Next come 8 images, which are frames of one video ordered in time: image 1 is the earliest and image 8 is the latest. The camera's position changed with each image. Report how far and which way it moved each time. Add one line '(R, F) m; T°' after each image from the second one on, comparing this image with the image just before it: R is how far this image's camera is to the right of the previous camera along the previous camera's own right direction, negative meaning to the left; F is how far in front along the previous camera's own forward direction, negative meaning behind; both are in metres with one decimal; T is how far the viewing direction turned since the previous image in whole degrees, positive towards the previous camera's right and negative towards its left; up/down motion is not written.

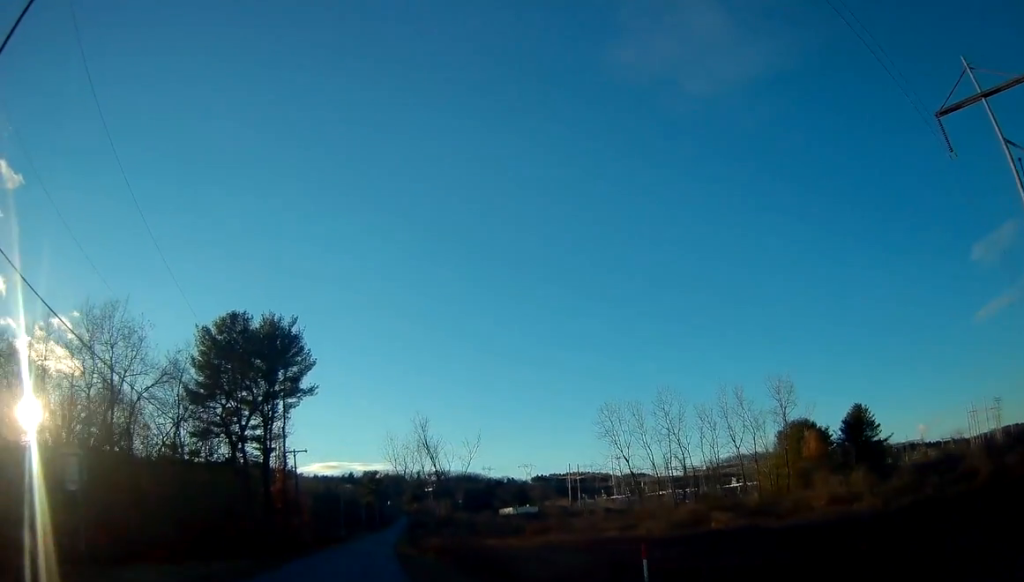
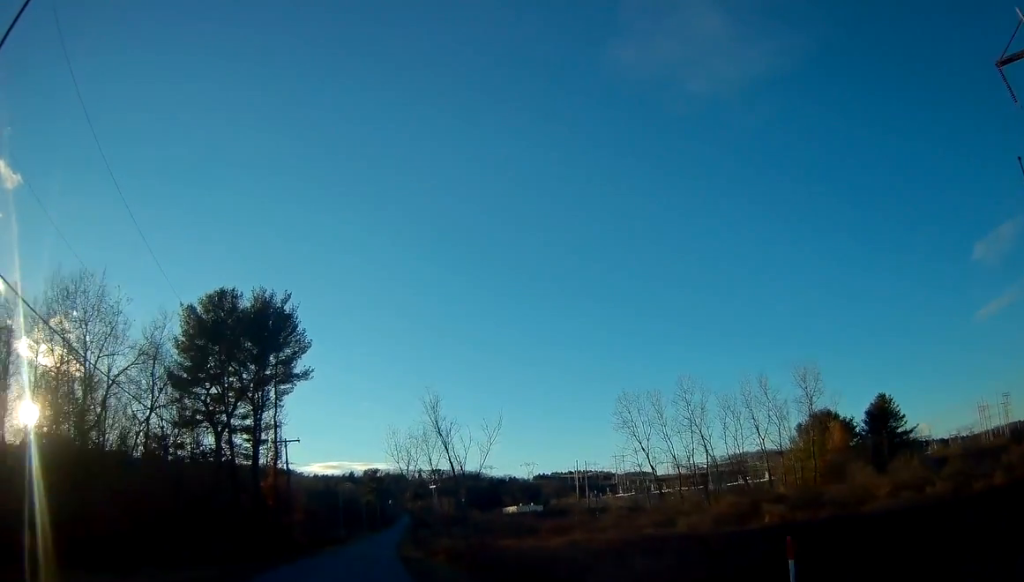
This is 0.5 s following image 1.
(0.0, +6.8) m; 0°
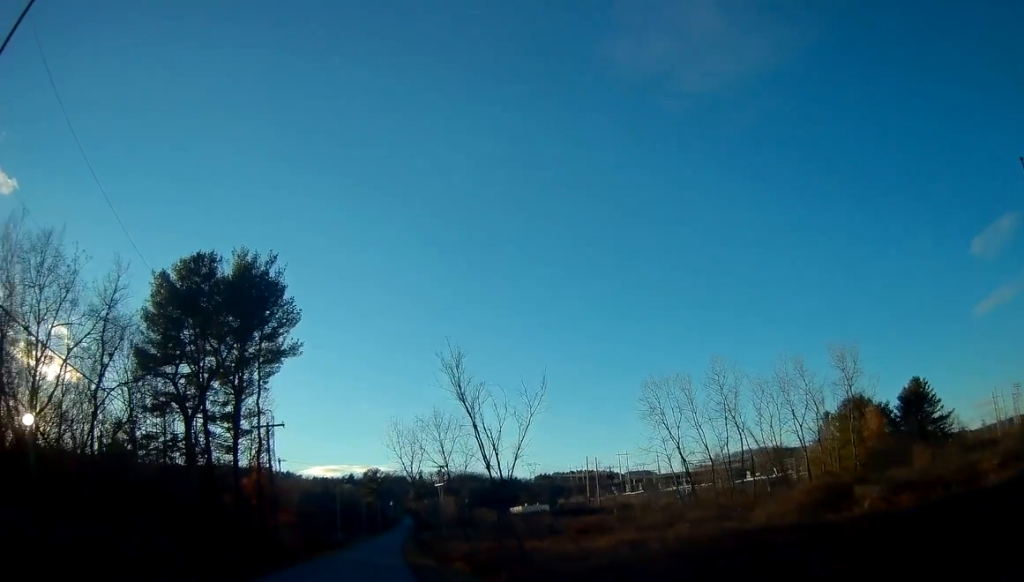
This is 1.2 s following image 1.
(0.0, +8.7) m; 0°
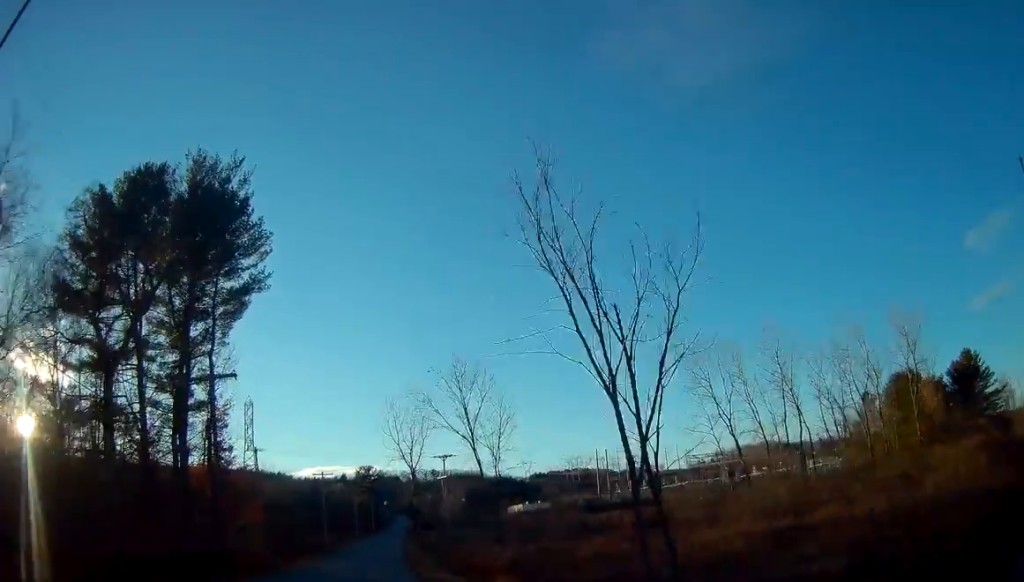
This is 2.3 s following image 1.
(0.0, +14.0) m; 0°
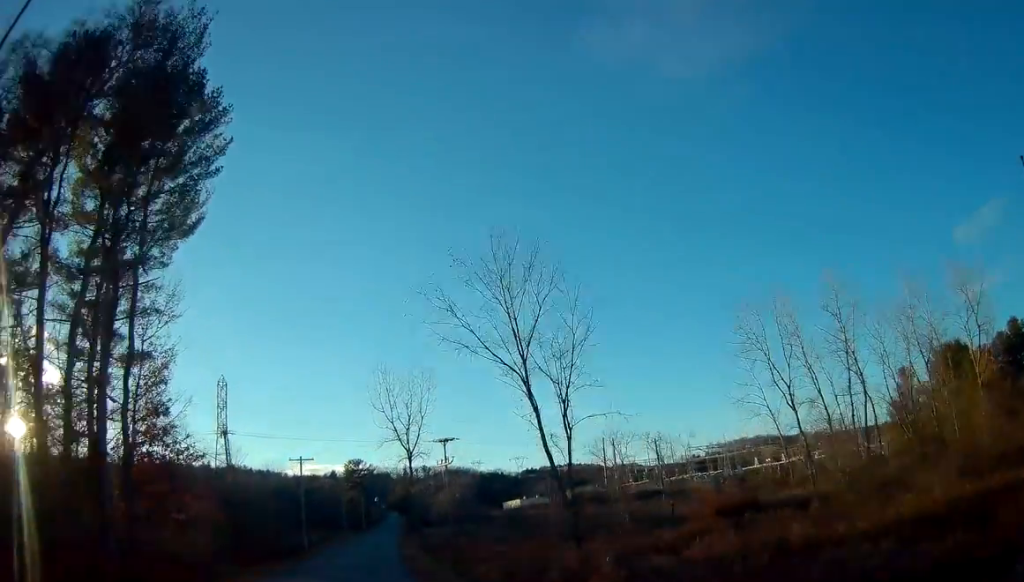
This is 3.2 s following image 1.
(0.0, +12.1) m; 0°
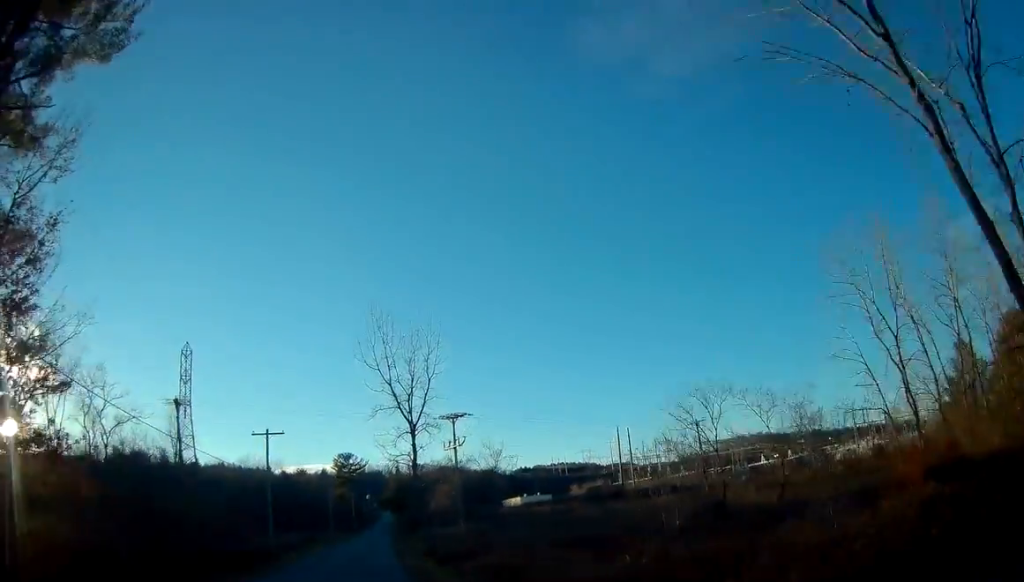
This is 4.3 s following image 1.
(0.0, +15.1) m; +1°
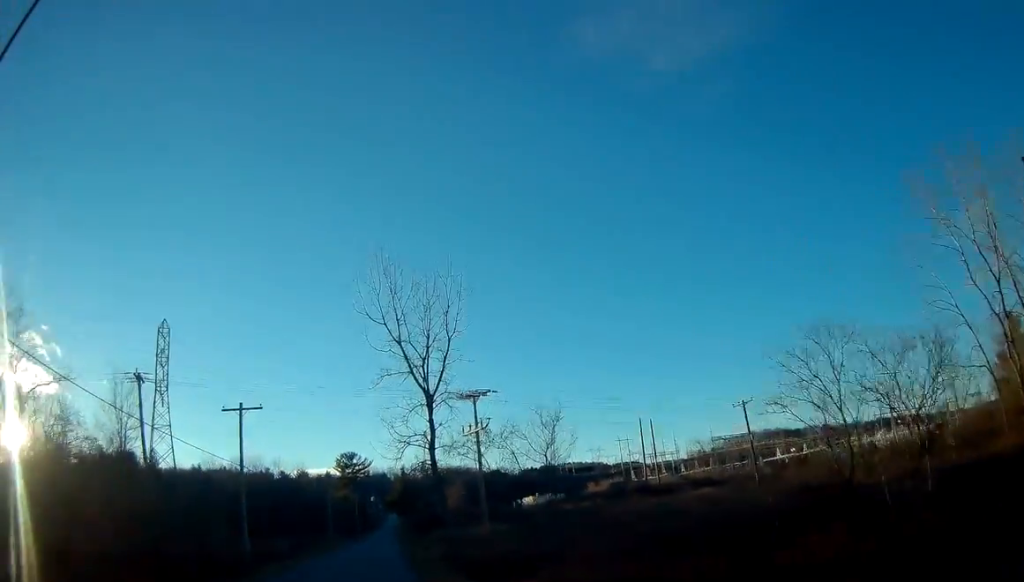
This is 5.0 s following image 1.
(+0.1, +9.8) m; +1°
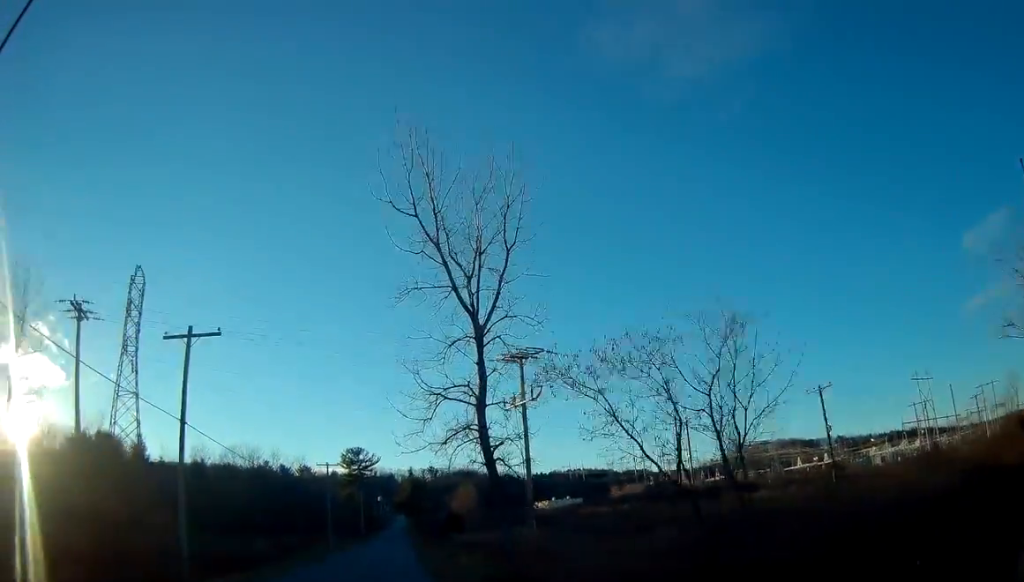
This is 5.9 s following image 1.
(+0.2, +12.1) m; 0°
